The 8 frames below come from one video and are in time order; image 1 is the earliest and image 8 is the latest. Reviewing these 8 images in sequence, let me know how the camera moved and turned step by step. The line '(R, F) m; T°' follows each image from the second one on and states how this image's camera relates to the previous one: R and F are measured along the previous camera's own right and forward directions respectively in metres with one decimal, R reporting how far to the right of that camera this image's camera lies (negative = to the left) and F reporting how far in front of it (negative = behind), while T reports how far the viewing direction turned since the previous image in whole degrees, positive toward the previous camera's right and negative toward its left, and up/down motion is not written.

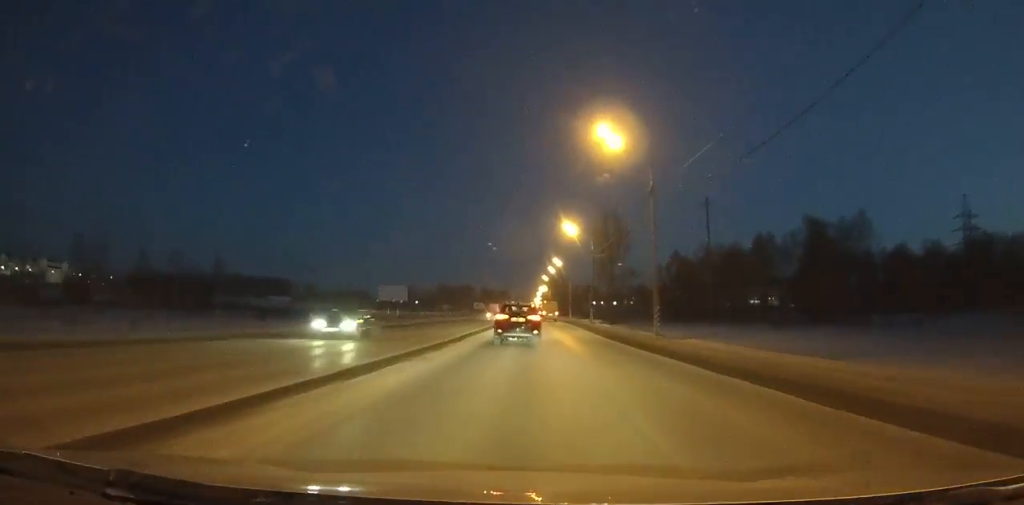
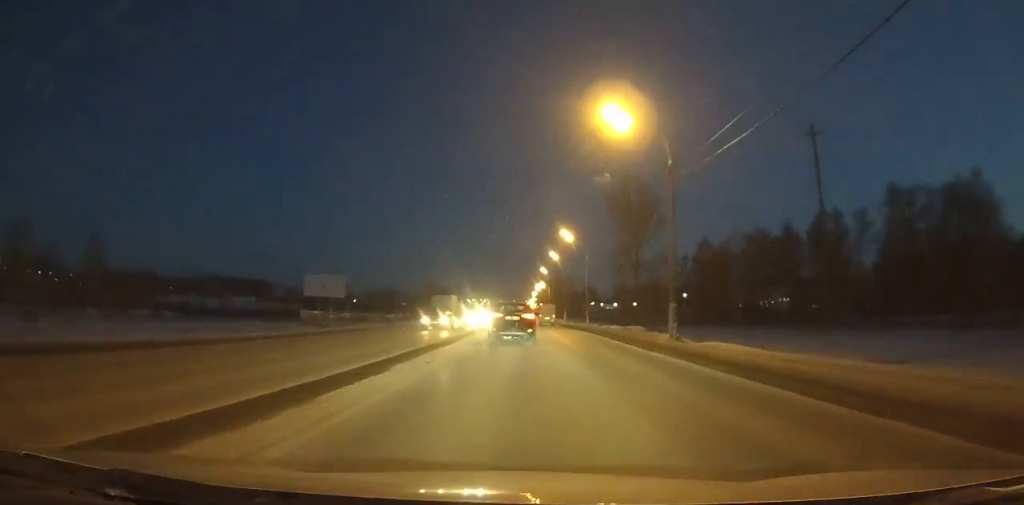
(+0.2, +37.6) m; 0°
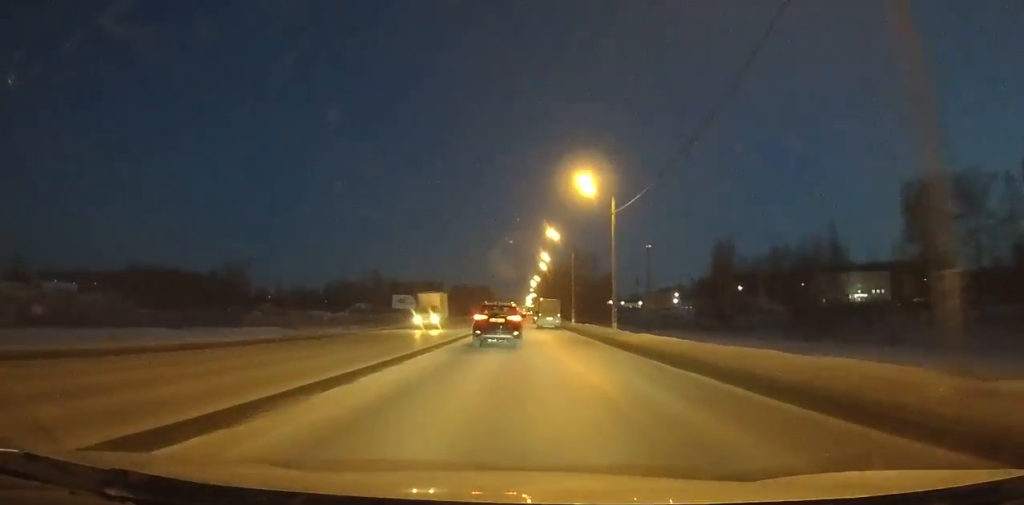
(+0.7, +124.8) m; 0°
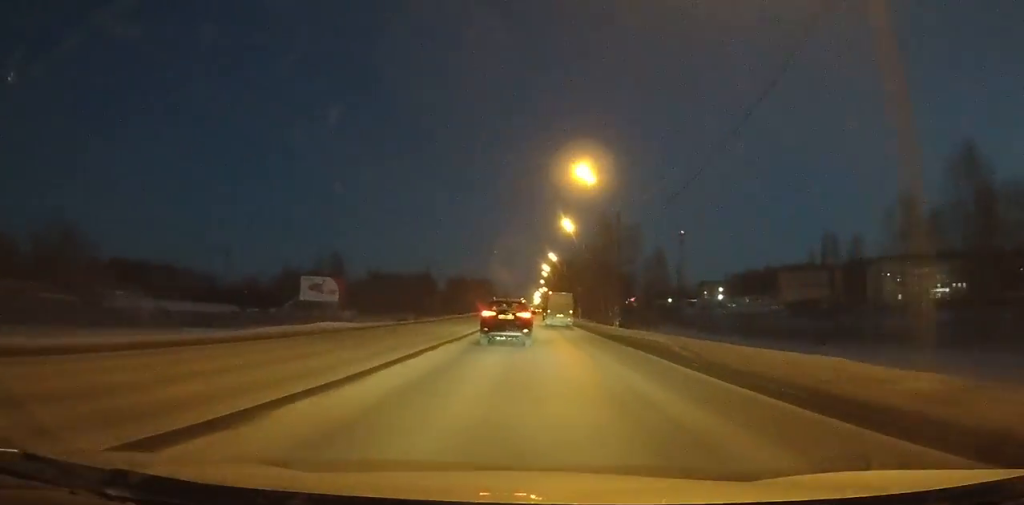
(-0.2, +59.1) m; 0°
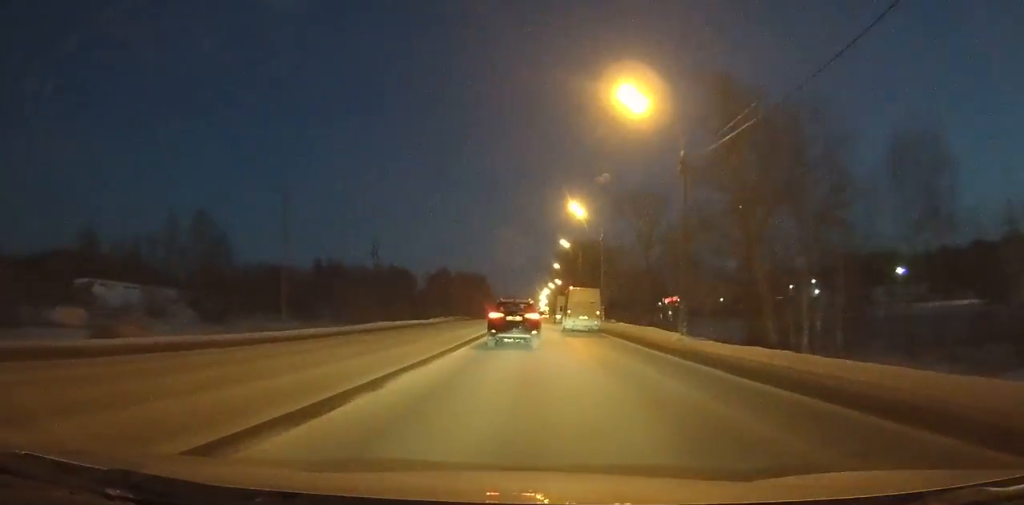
(-0.4, +79.4) m; 0°
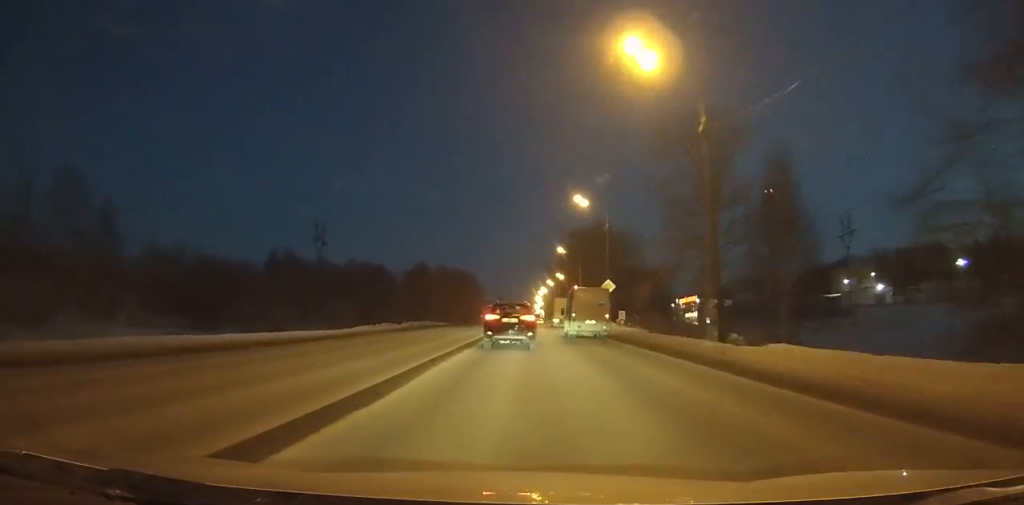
(0.0, +34.3) m; 0°
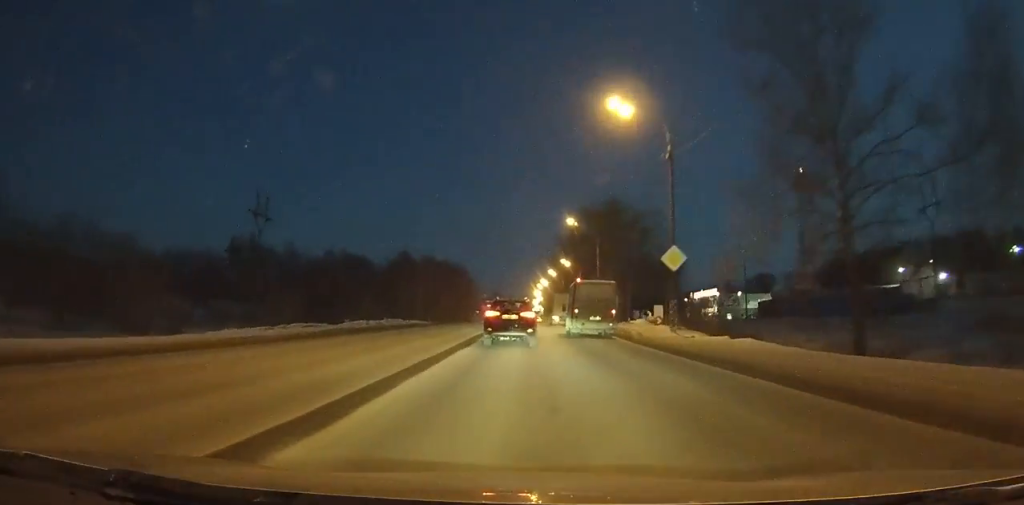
(+0.1, +22.8) m; 0°
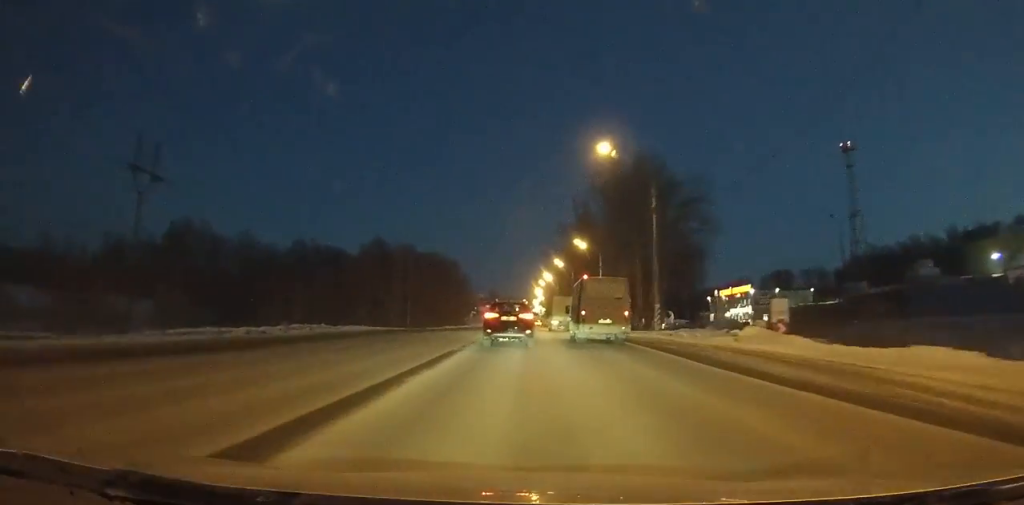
(+0.1, +28.1) m; 0°
